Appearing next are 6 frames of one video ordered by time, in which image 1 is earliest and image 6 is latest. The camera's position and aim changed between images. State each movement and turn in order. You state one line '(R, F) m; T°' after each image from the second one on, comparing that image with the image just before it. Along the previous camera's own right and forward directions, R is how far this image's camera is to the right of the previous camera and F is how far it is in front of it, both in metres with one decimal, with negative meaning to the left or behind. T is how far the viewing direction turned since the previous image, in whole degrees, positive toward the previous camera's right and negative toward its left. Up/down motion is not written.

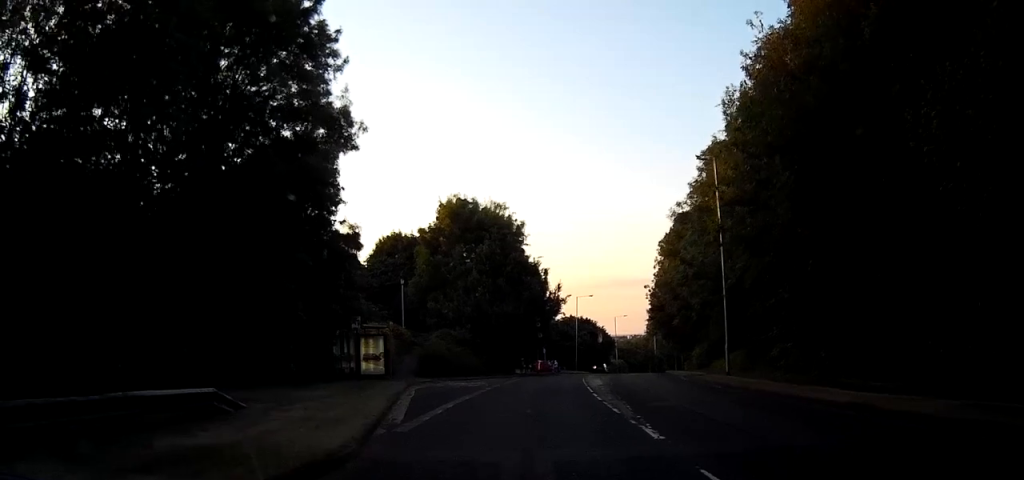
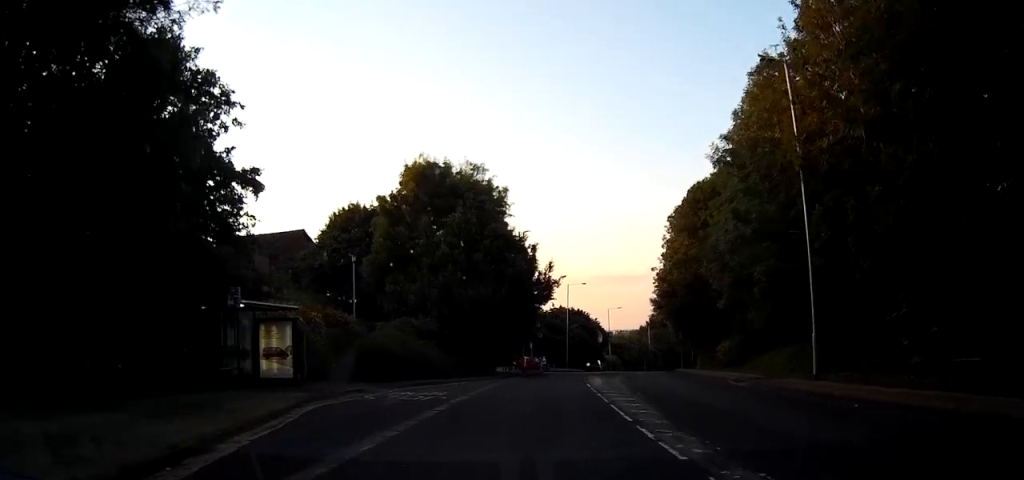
(+0.1, +12.4) m; +1°
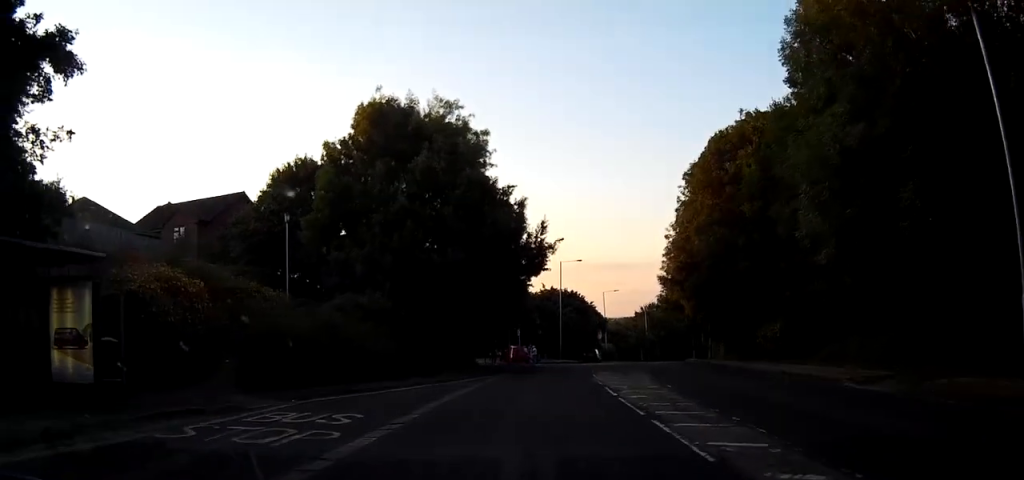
(+0.1, +11.3) m; +1°
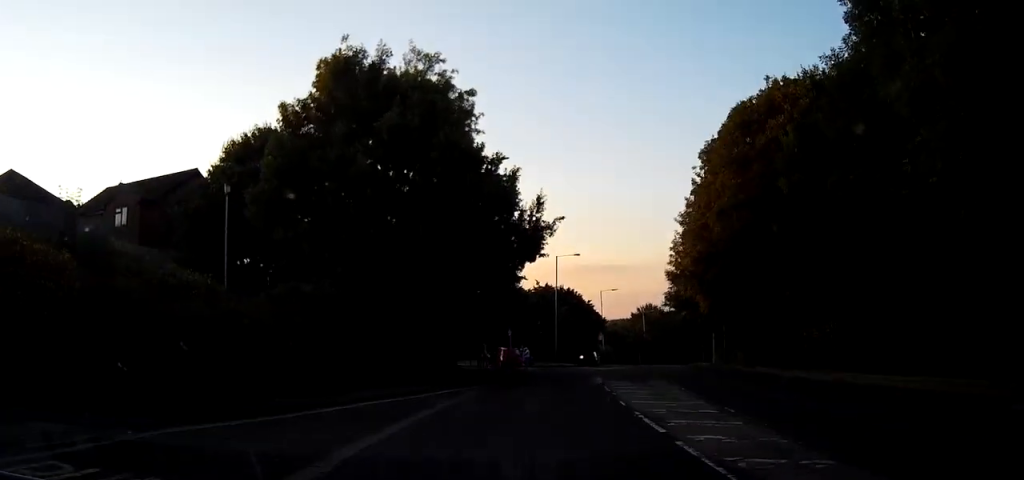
(+0.1, +7.1) m; +1°
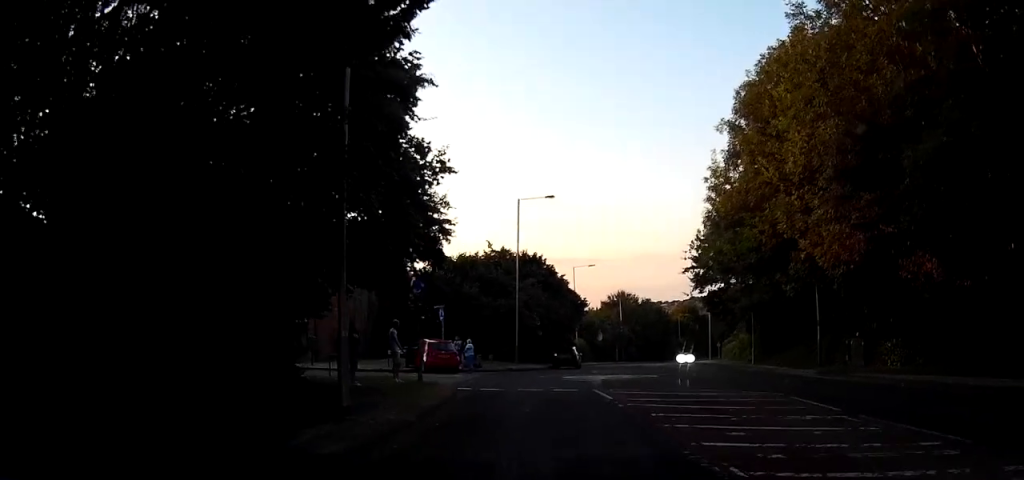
(+0.5, +24.4) m; +2°
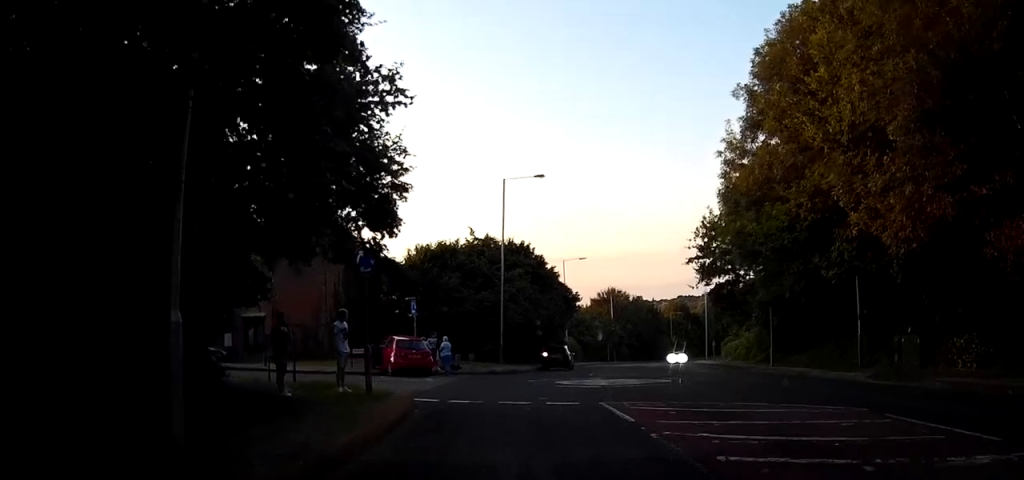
(+0.1, +5.1) m; 0°
